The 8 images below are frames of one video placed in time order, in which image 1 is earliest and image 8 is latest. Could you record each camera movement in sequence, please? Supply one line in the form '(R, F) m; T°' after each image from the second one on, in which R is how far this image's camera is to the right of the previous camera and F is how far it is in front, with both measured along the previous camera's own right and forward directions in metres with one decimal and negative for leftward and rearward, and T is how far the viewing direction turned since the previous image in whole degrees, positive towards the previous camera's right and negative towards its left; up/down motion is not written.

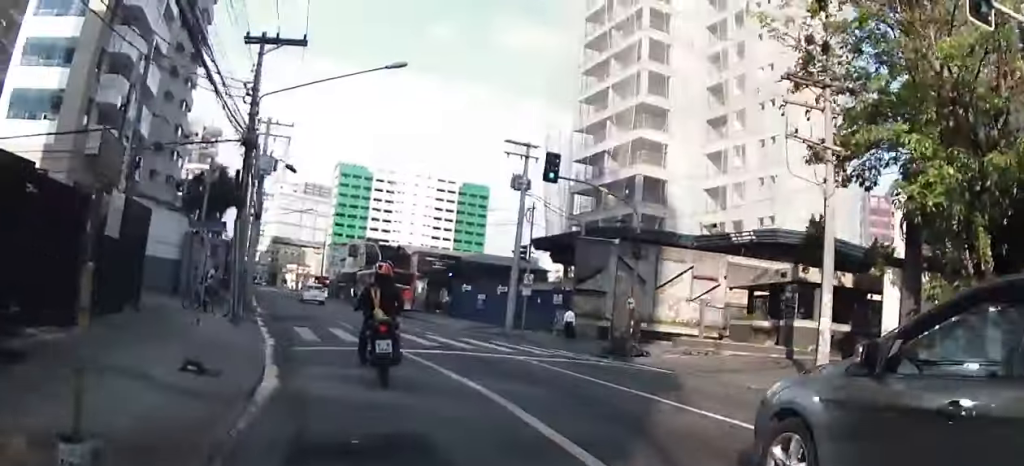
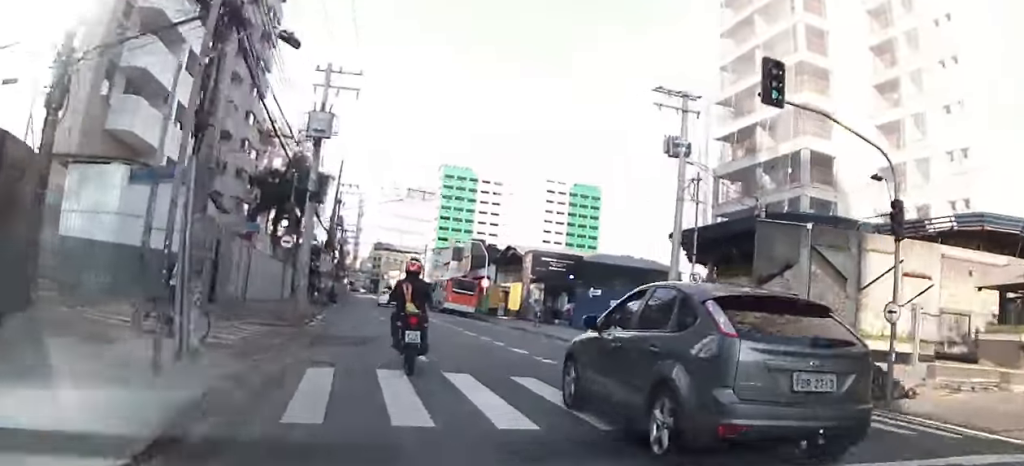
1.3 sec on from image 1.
(-1.3, +9.3) m; -12°
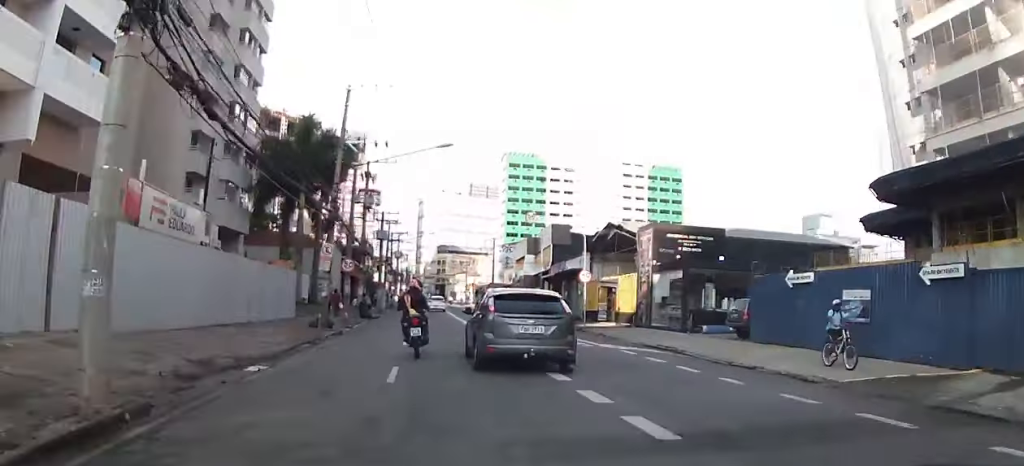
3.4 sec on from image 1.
(+0.2, +19.2) m; -2°
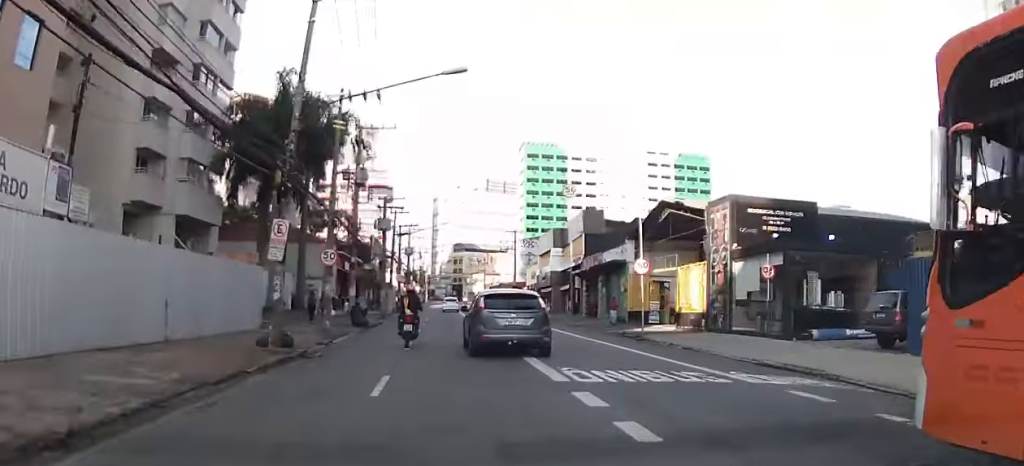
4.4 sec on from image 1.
(-0.6, +10.1) m; -4°
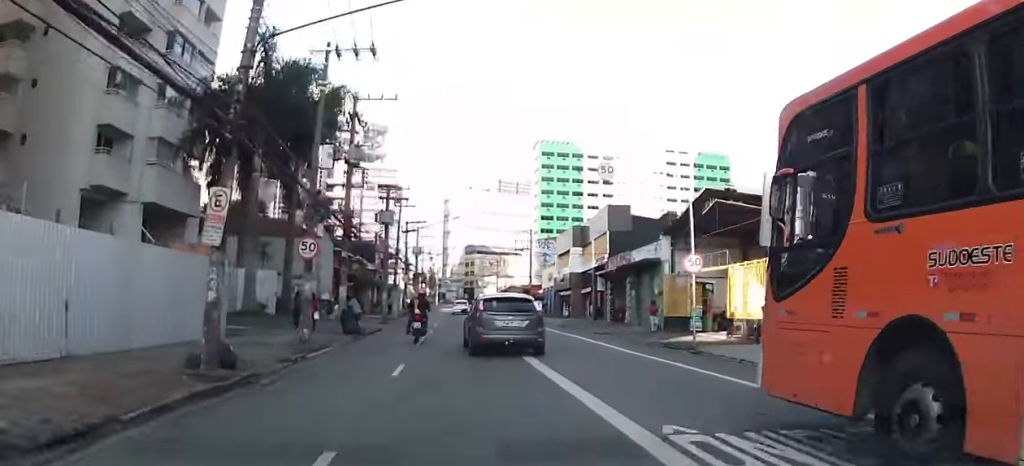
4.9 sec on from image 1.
(0.0, +5.8) m; 0°
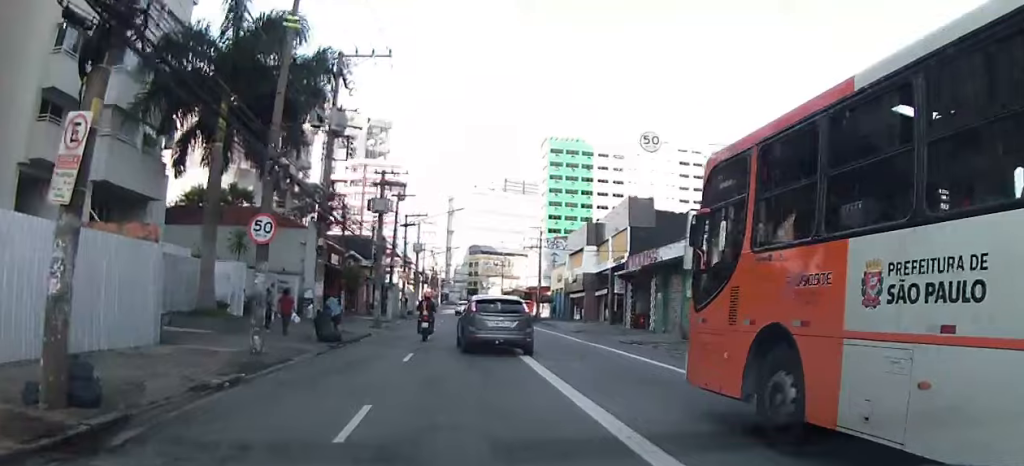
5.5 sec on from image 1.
(0.0, +5.5) m; 0°
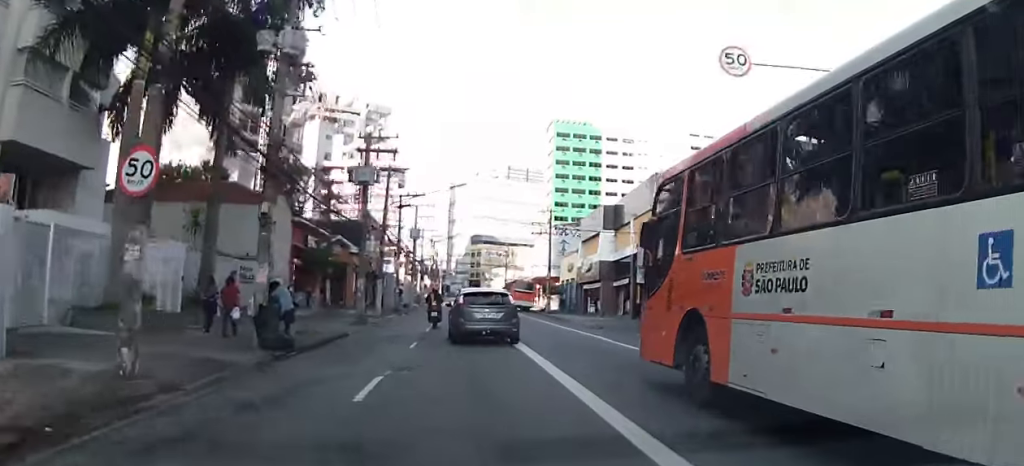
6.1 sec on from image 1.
(+0.1, +6.6) m; -1°
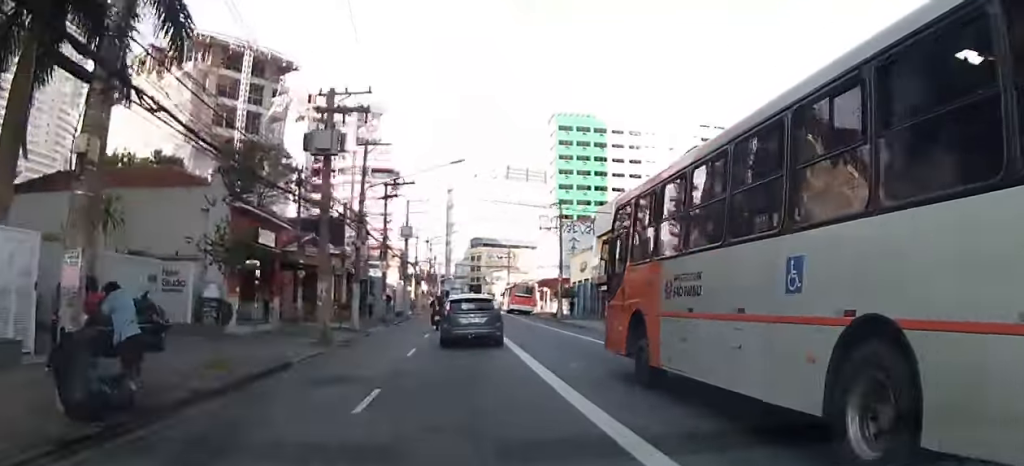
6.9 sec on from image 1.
(-0.2, +8.2) m; -3°
